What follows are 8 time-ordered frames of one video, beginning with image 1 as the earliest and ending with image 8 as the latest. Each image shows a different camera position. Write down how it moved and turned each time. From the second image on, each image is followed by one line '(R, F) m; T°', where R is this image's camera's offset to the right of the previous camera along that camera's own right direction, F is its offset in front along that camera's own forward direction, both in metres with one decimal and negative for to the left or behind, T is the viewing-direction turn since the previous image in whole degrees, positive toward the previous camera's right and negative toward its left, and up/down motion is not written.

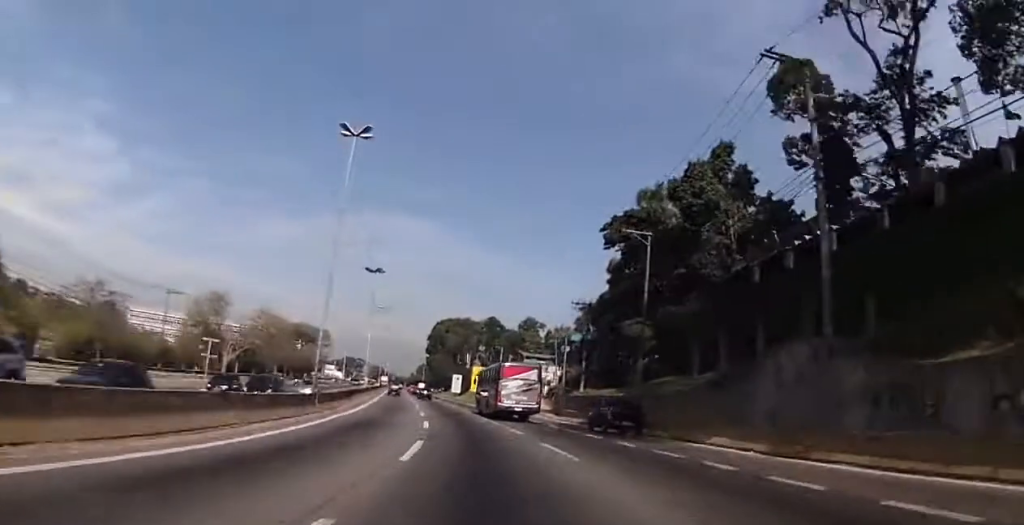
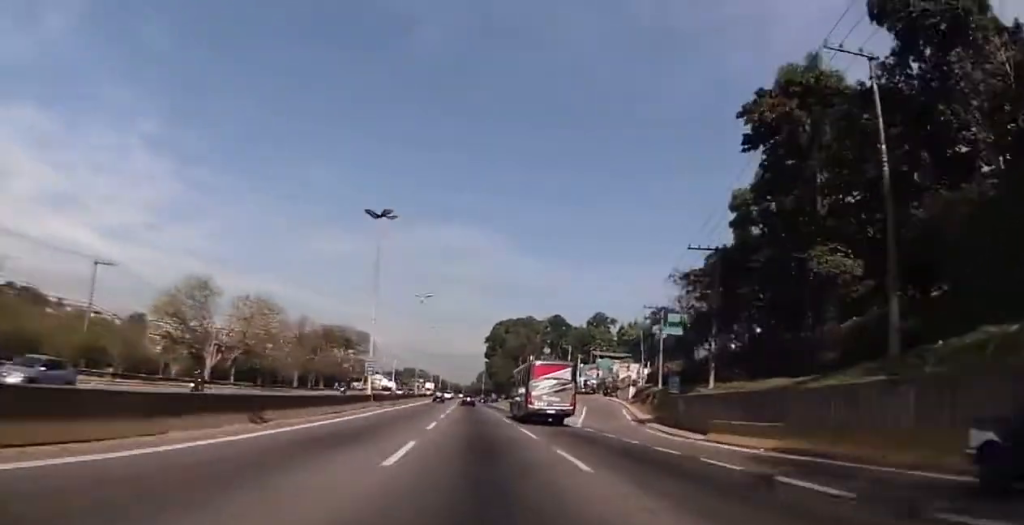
(-1.3, +24.4) m; -6°
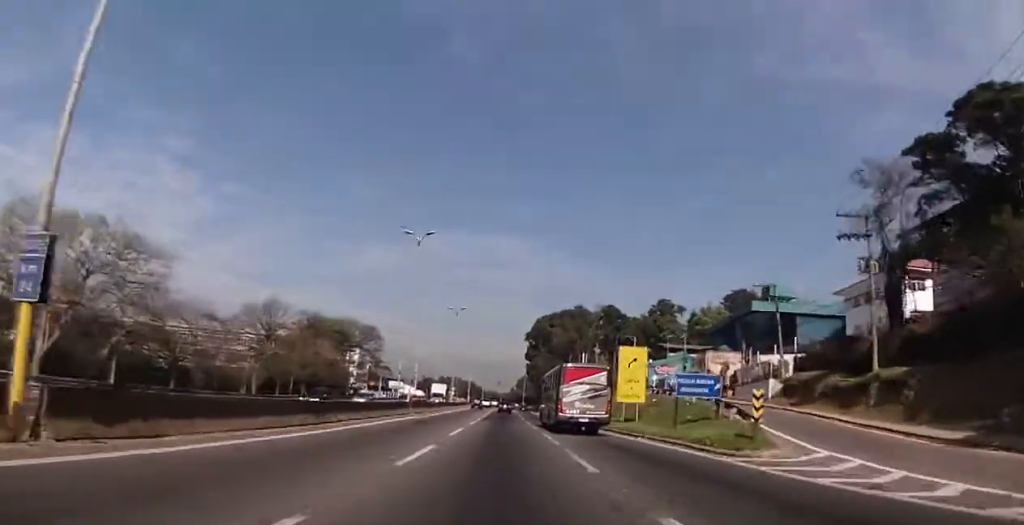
(-2.1, +35.8) m; -6°
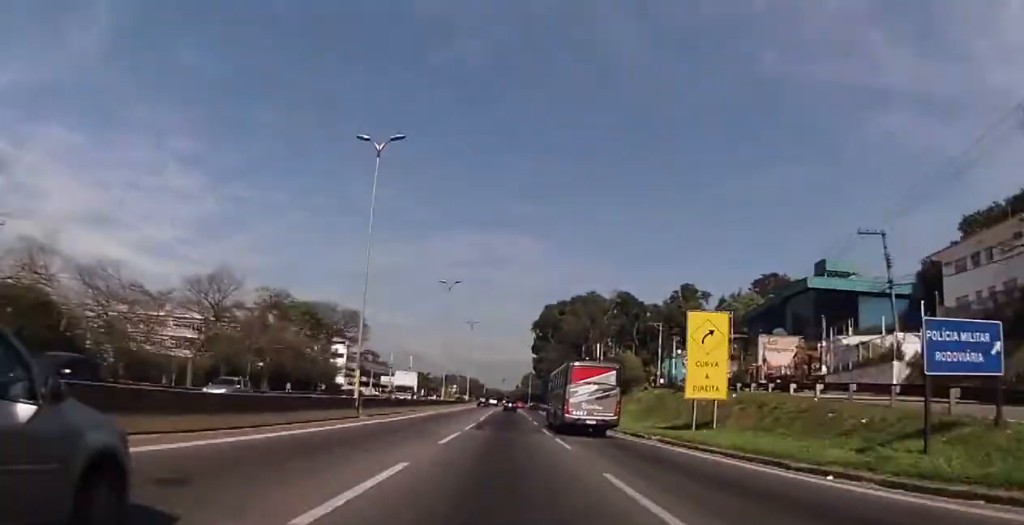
(-0.6, +18.0) m; -2°
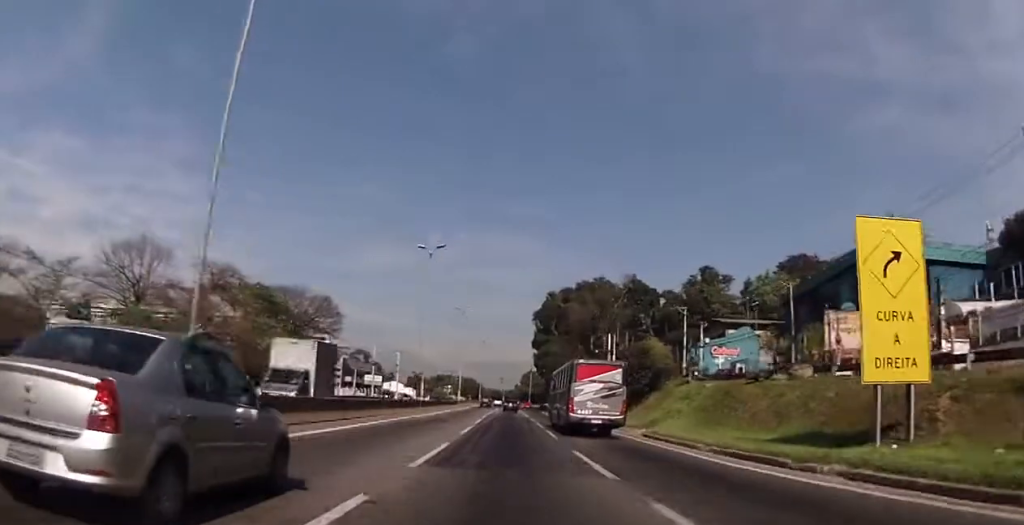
(-0.2, +16.7) m; 0°
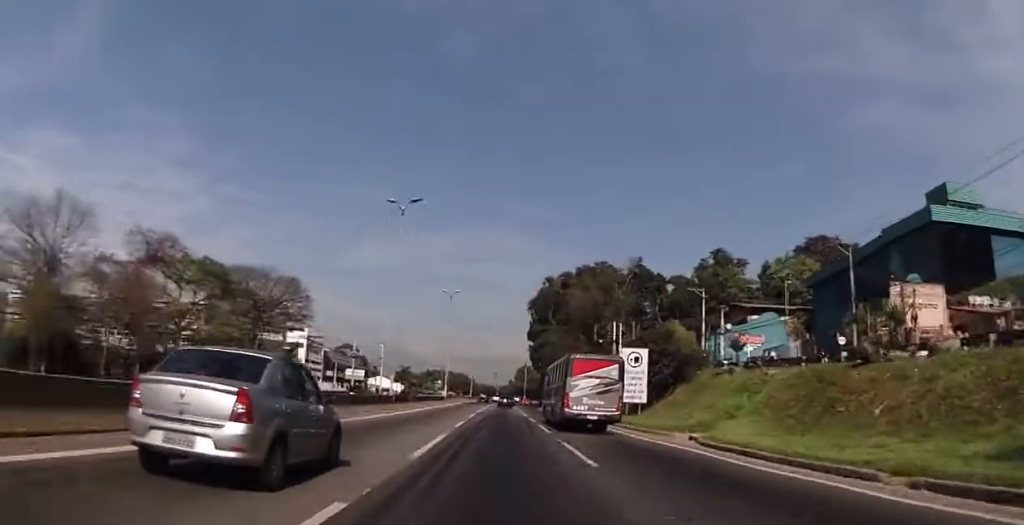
(+0.2, +12.1) m; +1°
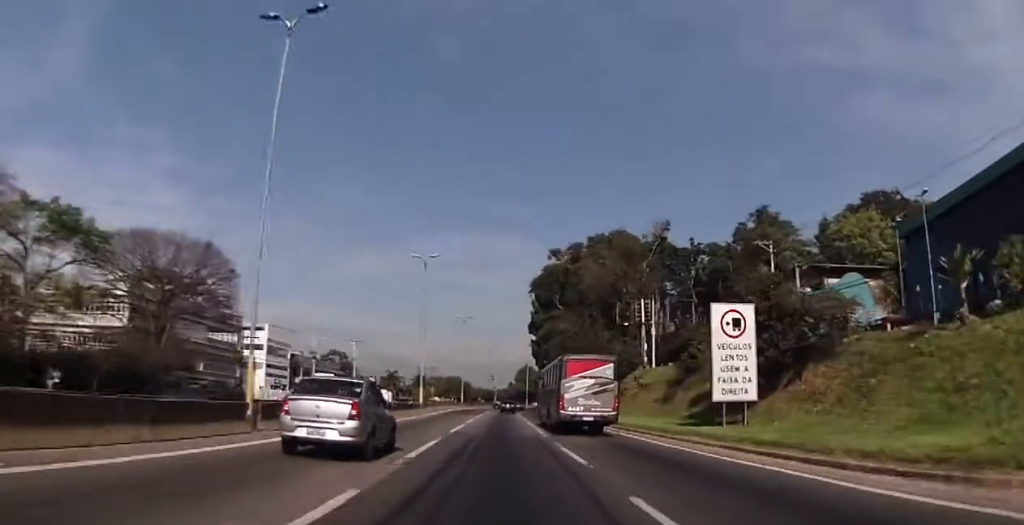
(-0.1, +23.3) m; 0°
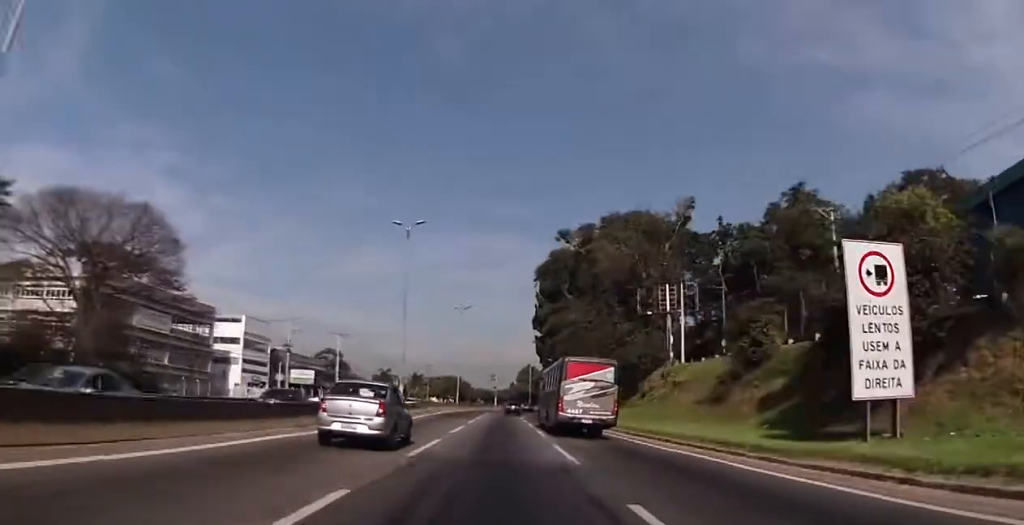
(0.0, +11.9) m; 0°
